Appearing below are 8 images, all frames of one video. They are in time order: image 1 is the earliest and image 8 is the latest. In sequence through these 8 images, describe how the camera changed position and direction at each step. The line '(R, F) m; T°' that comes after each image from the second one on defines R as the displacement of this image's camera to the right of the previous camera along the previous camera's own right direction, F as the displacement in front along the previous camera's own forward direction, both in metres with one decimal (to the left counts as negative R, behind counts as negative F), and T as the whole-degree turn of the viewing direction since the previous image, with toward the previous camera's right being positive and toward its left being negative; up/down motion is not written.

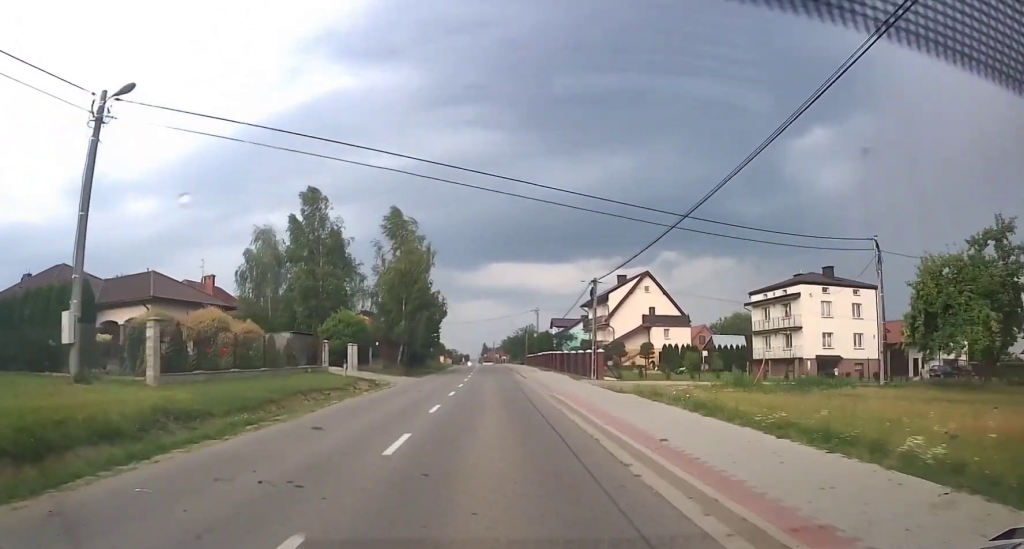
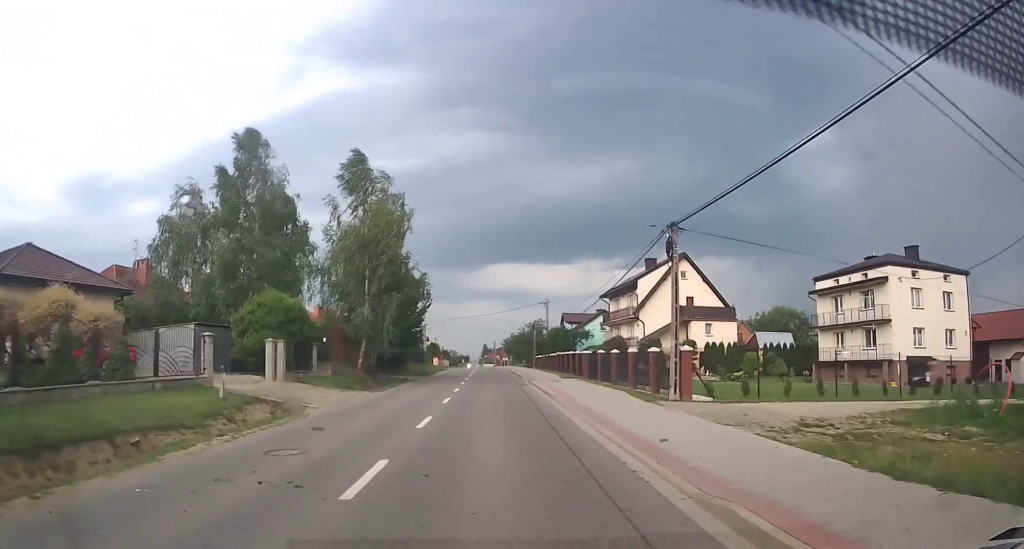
(0.0, +10.9) m; 0°
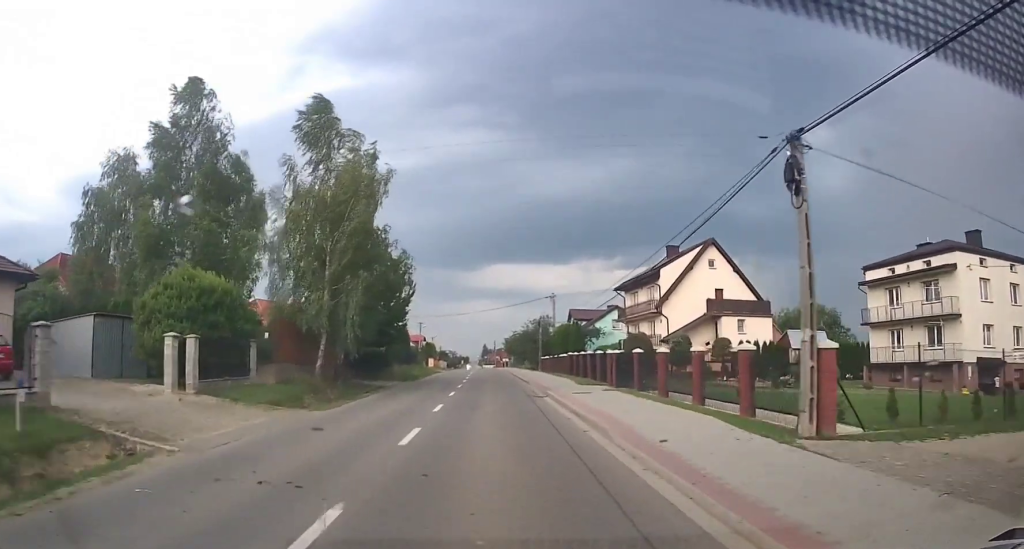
(0.0, +6.2) m; 0°
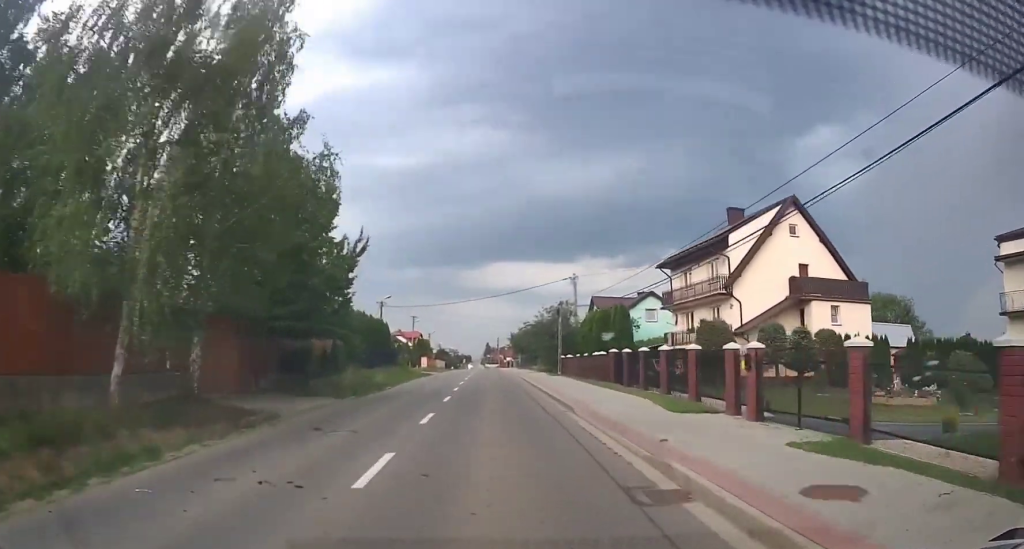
(-0.1, +12.2) m; 0°
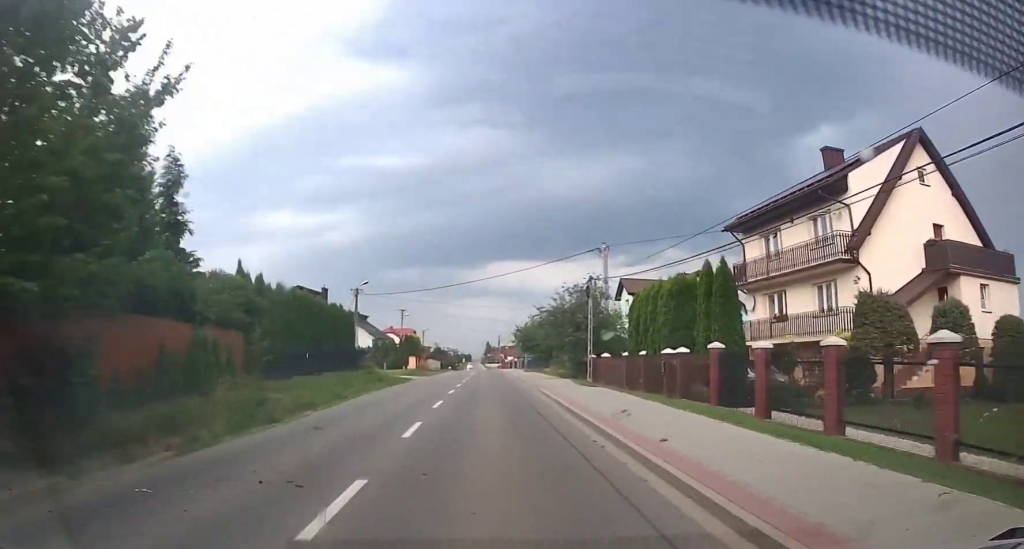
(0.0, +13.0) m; -1°
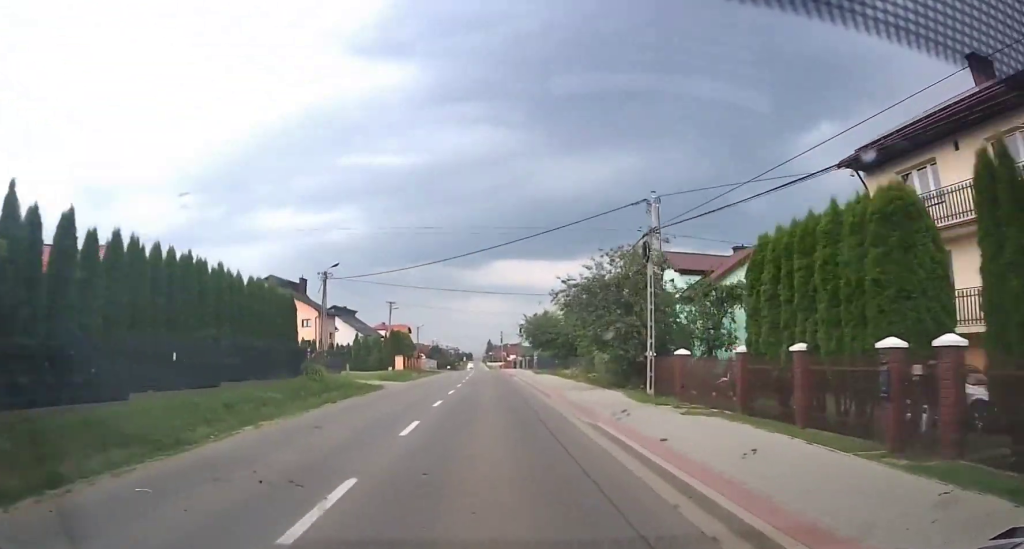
(-0.1, +11.8) m; -1°
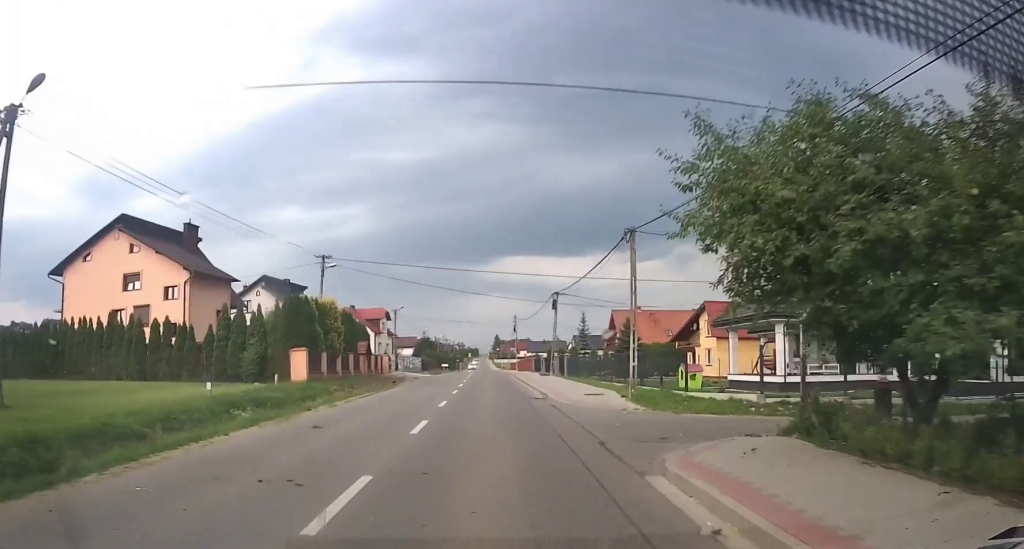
(+0.4, +36.0) m; +1°
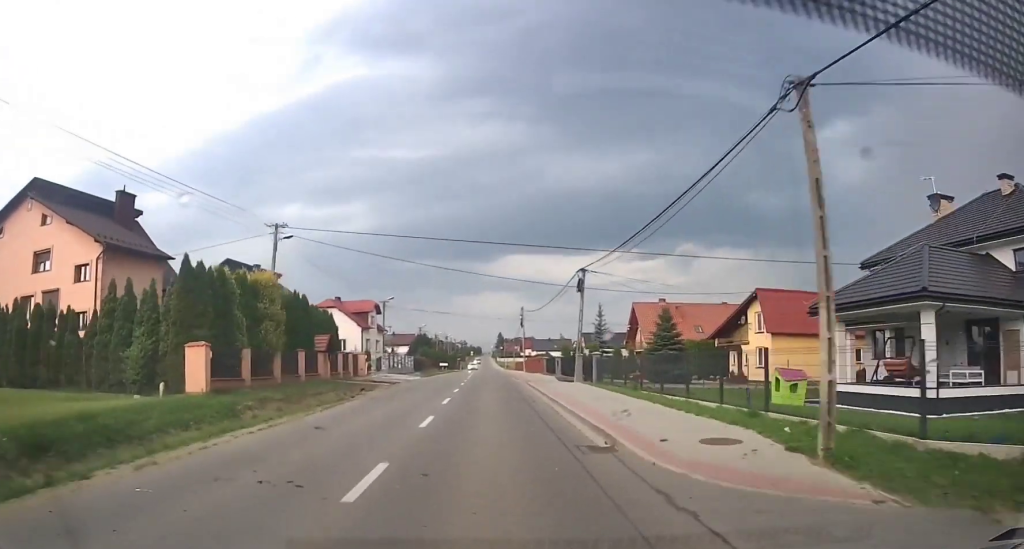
(-0.1, +11.1) m; 0°
